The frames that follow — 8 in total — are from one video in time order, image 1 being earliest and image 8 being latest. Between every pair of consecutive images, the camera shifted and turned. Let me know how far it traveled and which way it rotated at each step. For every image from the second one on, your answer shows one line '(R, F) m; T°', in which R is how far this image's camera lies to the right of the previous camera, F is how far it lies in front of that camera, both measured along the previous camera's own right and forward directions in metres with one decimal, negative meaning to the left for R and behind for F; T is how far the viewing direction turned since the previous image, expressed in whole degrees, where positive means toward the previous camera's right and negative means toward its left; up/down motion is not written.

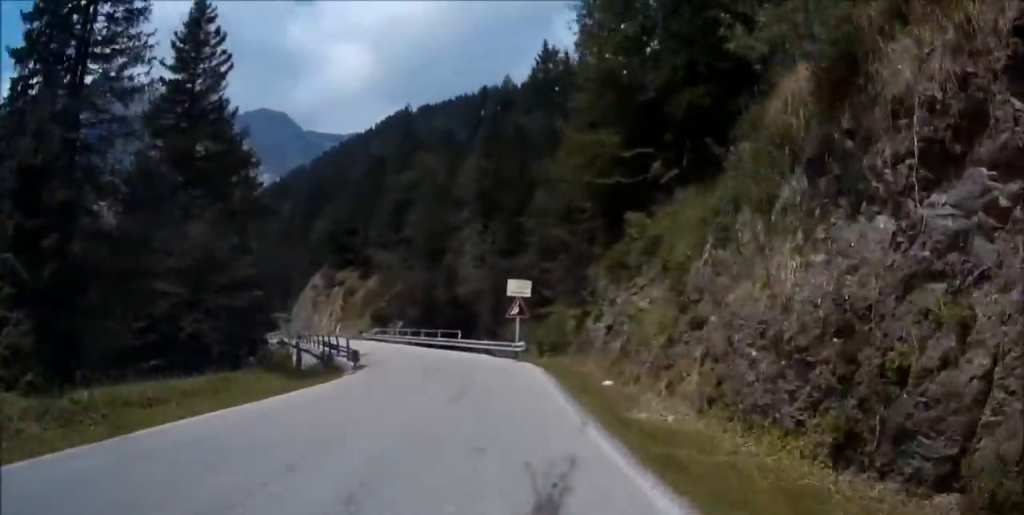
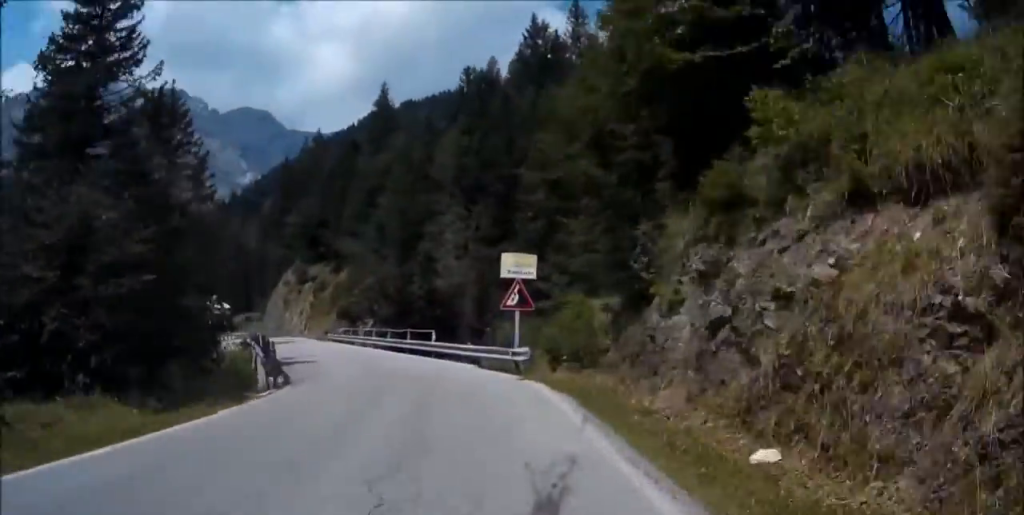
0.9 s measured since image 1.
(0.0, +9.8) m; -3°
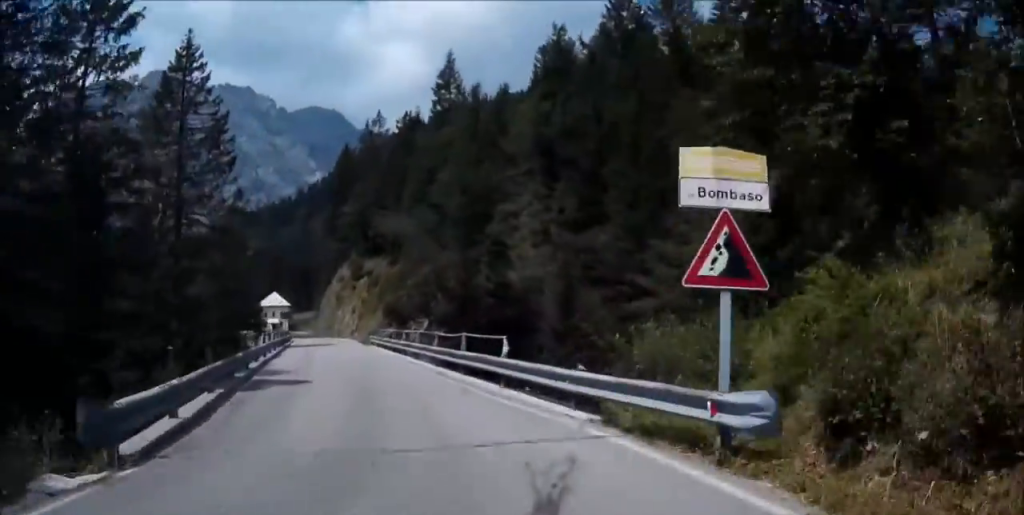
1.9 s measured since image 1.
(+0.2, +12.0) m; -3°
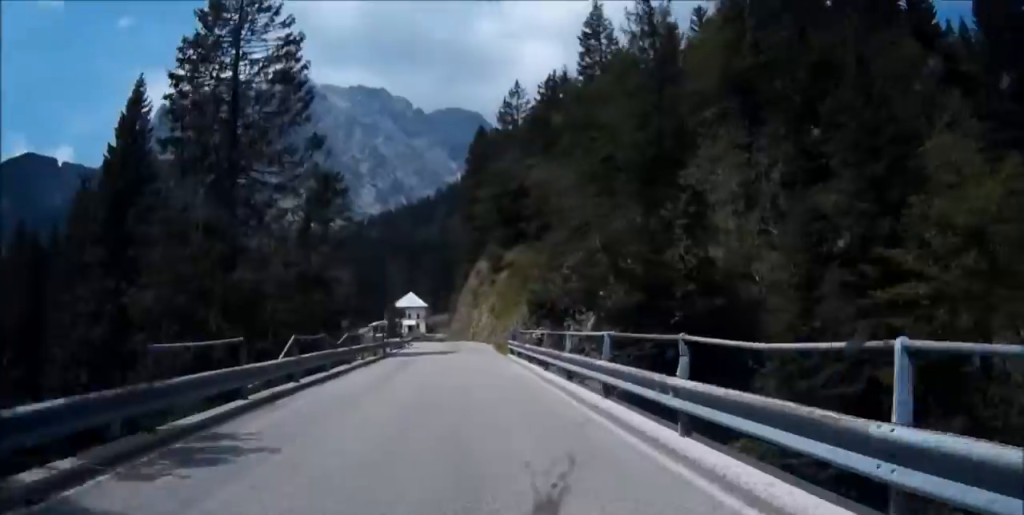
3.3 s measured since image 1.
(-1.4, +14.7) m; -4°
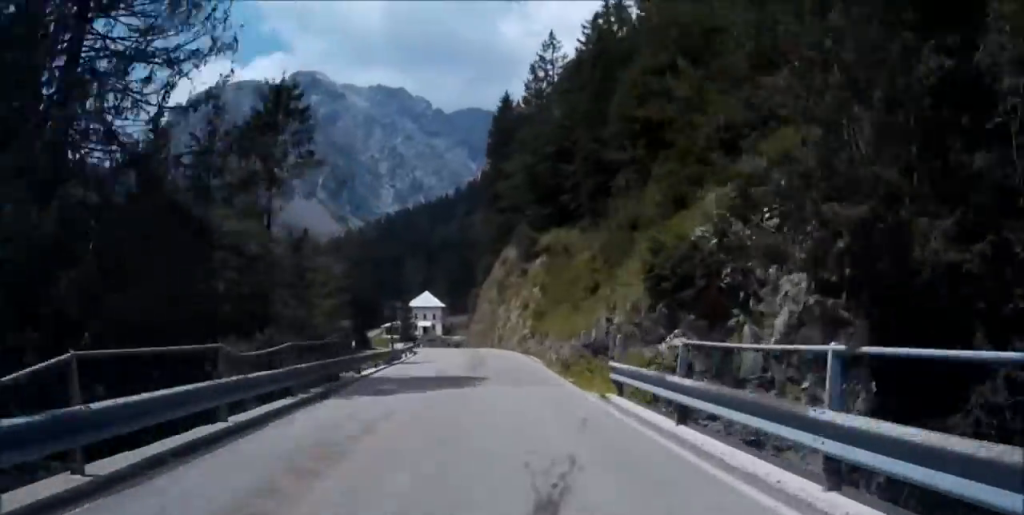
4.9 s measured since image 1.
(-0.4, +18.8) m; -2°
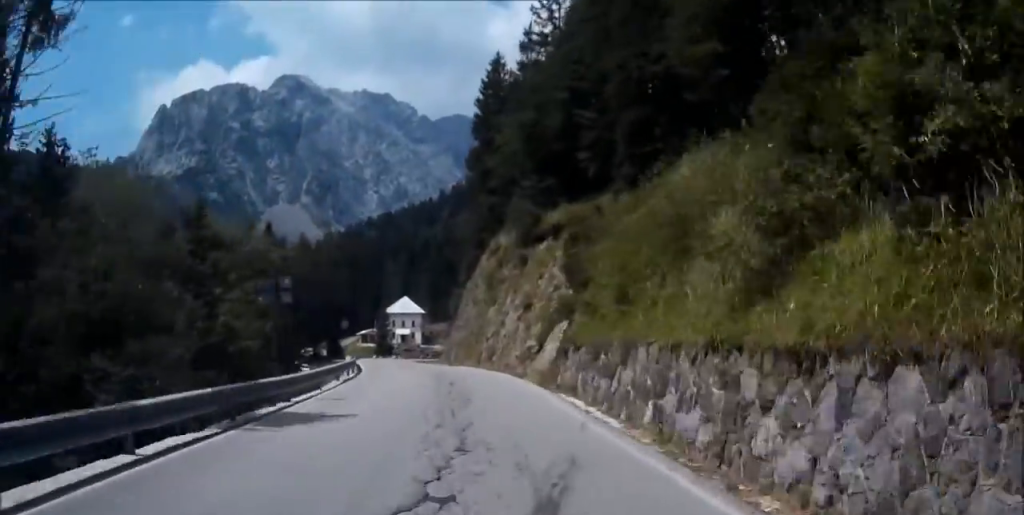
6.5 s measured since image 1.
(-0.1, +18.6) m; -2°
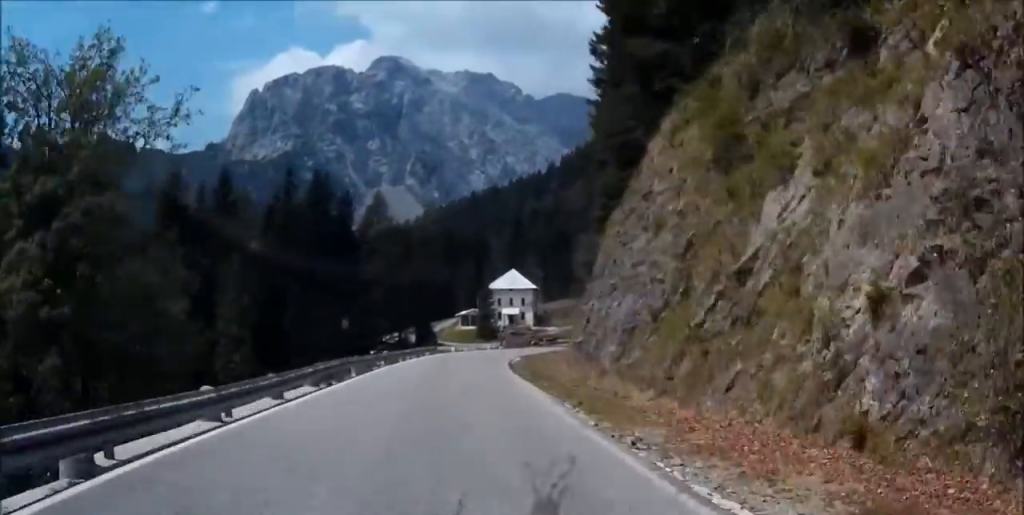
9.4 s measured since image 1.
(-1.5, +34.6) m; +2°
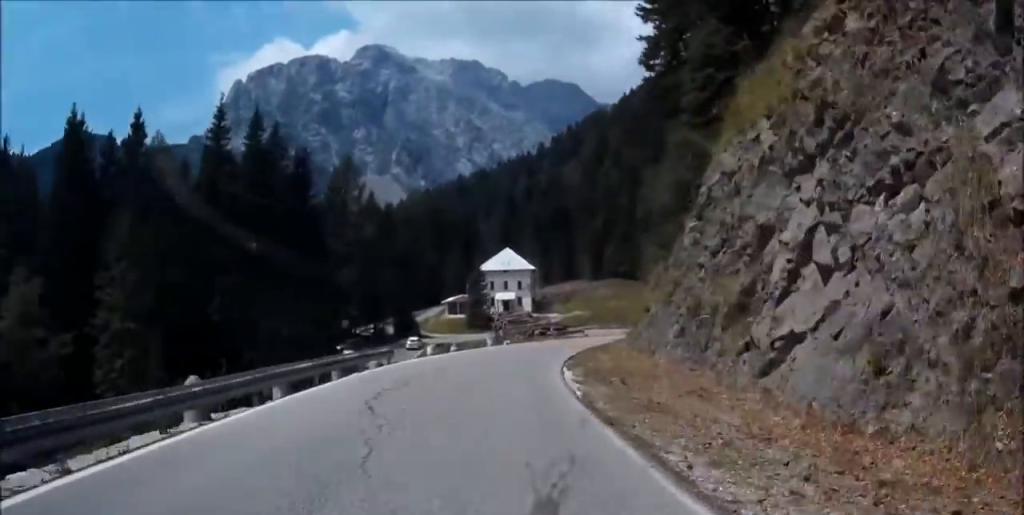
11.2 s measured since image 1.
(+2.0, +21.9) m; +6°
